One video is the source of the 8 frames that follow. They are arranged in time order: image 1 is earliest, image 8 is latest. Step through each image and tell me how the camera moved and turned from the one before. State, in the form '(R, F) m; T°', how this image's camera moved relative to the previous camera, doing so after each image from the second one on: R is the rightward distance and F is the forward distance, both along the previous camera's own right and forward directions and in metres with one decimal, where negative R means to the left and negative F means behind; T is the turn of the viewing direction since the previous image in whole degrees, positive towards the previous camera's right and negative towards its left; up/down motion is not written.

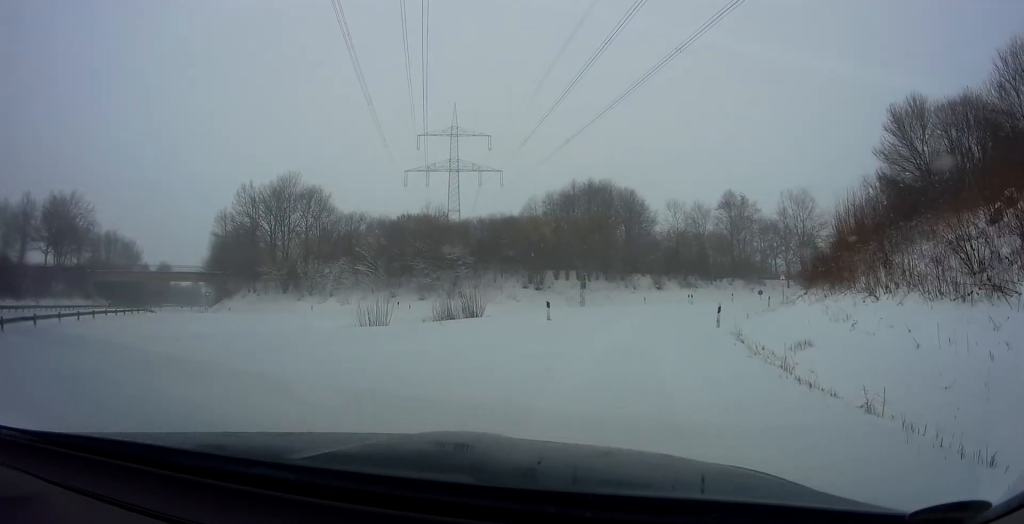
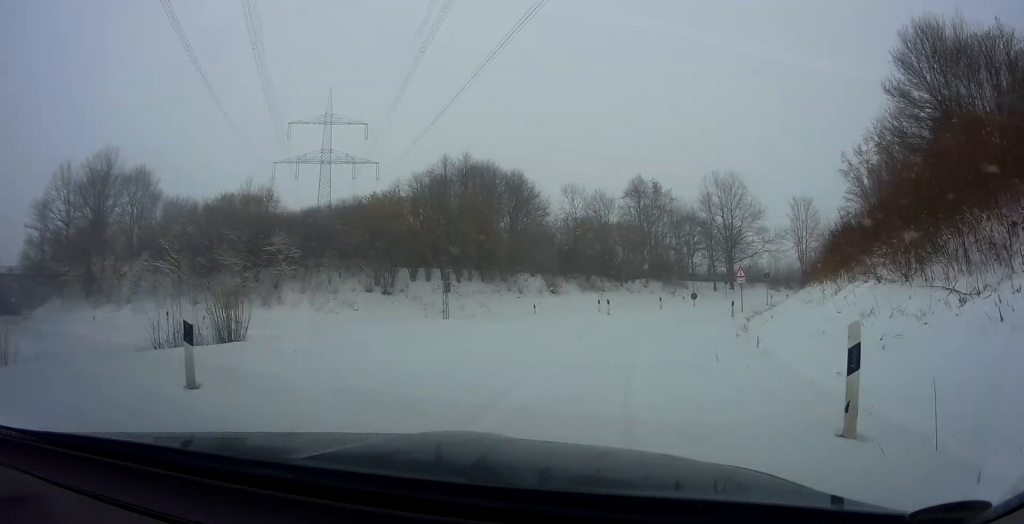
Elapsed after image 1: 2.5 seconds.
(+2.1, +13.8) m; +15°
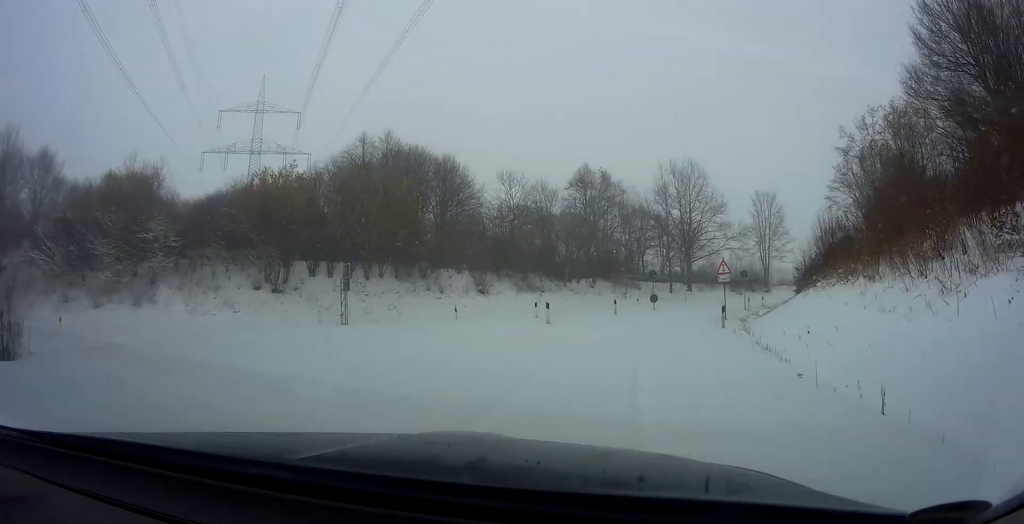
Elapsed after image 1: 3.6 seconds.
(+1.3, +7.8) m; +9°
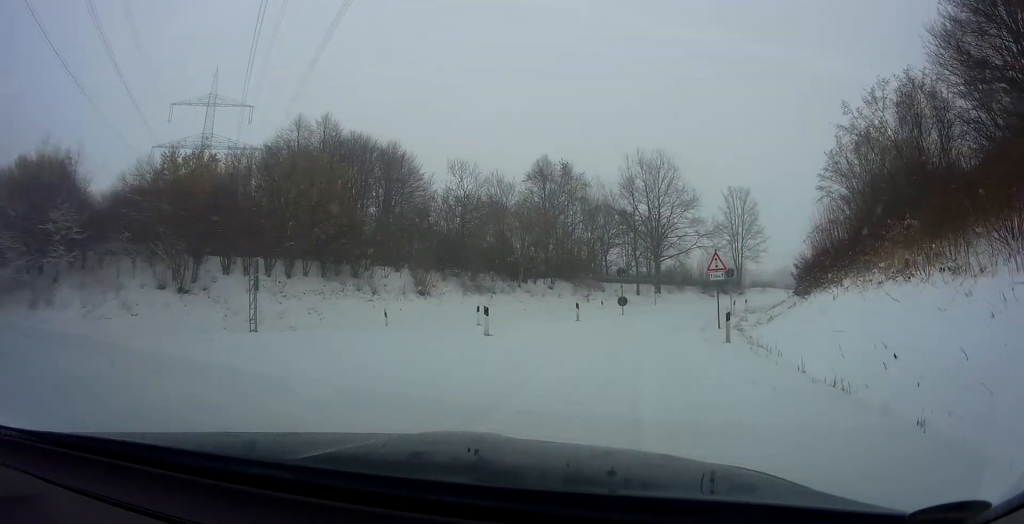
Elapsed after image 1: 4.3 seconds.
(-0.2, +5.8) m; +1°
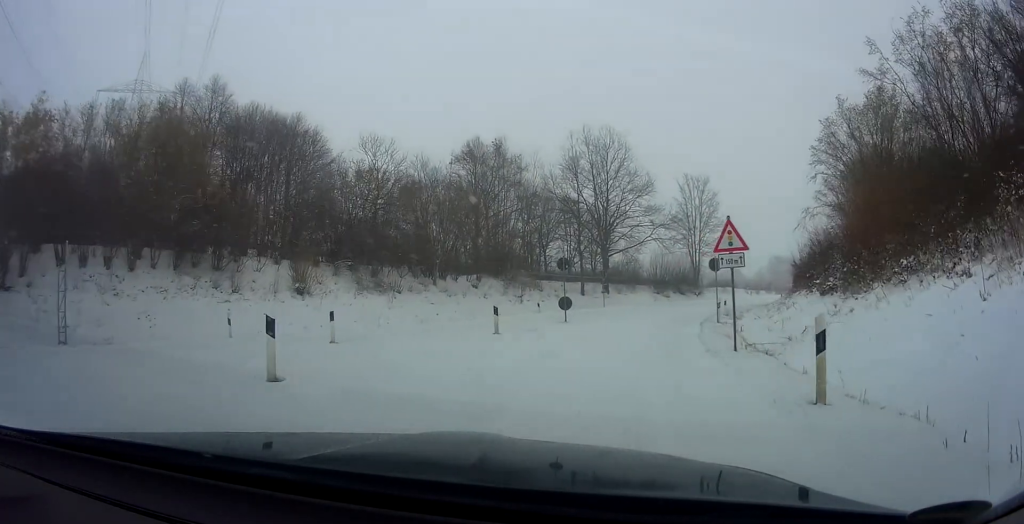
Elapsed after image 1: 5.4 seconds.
(+0.3, +9.1) m; +5°
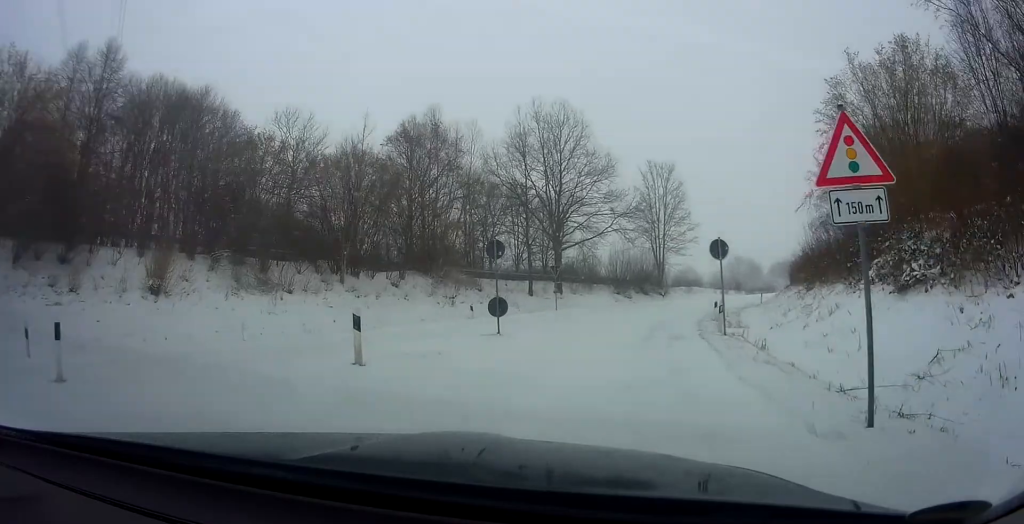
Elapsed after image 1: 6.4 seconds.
(+0.3, +7.8) m; +3°
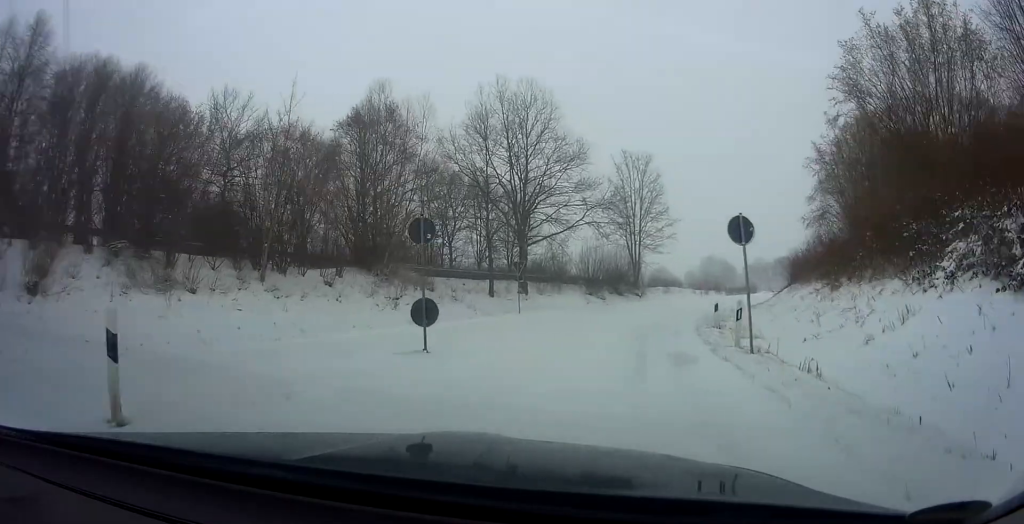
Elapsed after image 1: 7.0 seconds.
(+0.1, +5.1) m; +2°
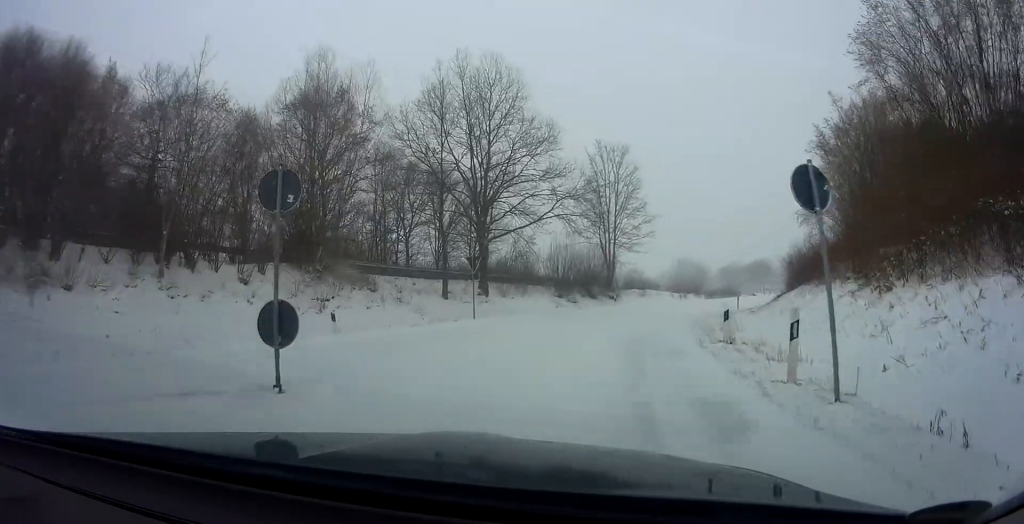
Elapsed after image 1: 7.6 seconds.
(-0.1, +5.2) m; +4°
